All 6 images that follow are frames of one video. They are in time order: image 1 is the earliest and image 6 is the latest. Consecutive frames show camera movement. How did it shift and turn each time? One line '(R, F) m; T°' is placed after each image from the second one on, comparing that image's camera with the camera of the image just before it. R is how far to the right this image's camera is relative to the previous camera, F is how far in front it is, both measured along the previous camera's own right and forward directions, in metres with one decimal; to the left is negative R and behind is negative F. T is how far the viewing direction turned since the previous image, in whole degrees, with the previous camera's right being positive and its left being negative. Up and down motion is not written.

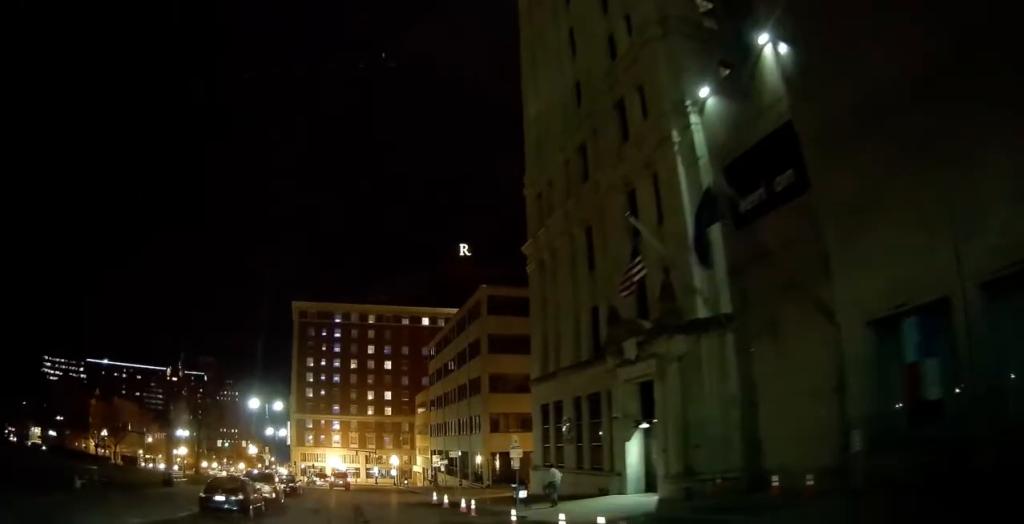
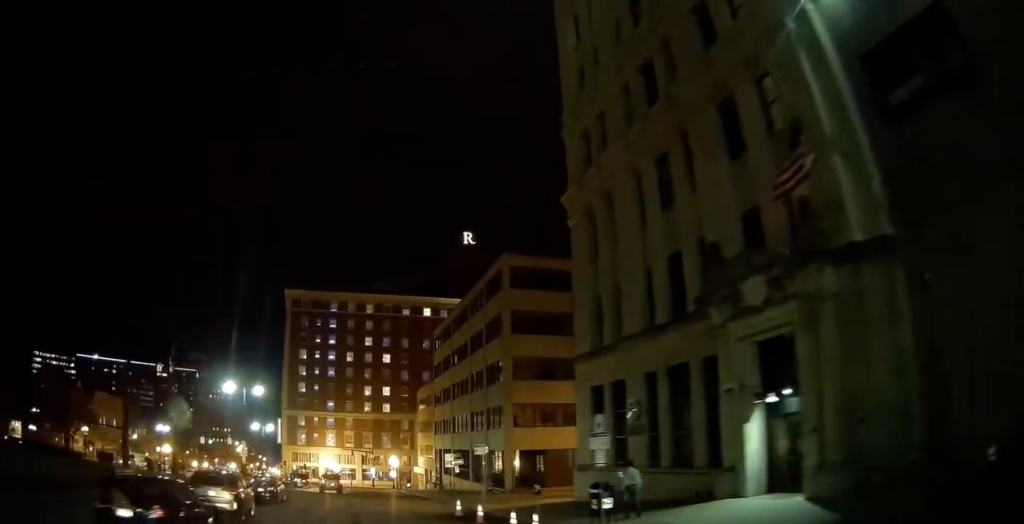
(-0.1, +8.6) m; +1°
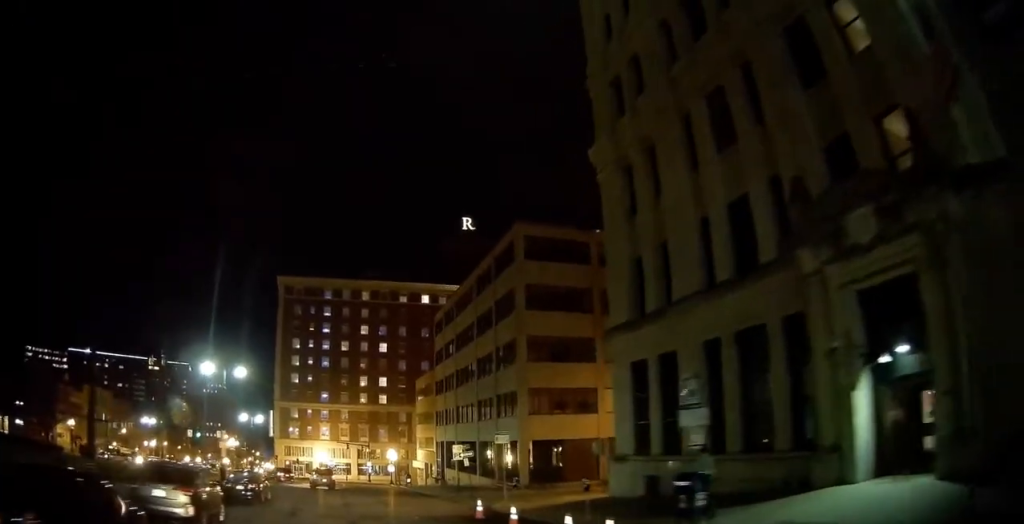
(0.0, +5.2) m; 0°
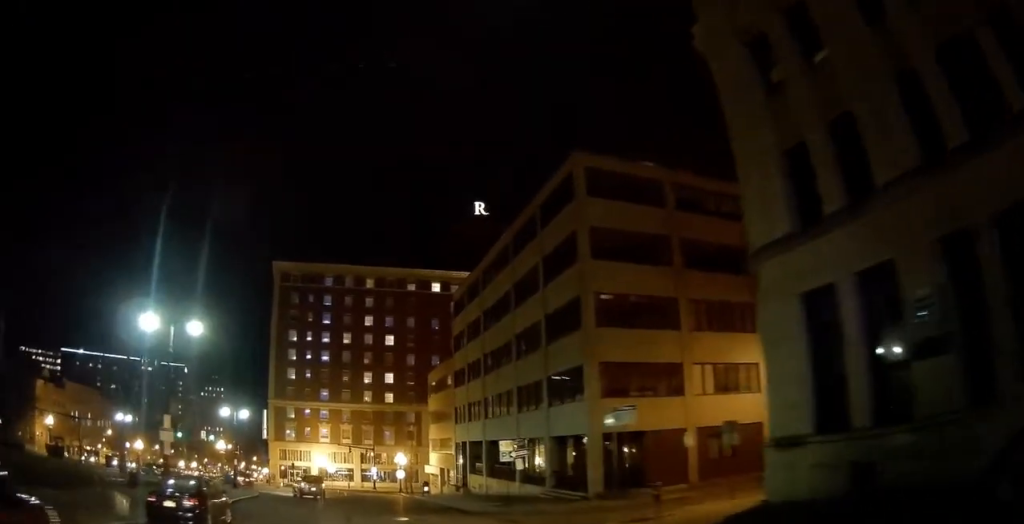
(+0.3, +10.6) m; -1°
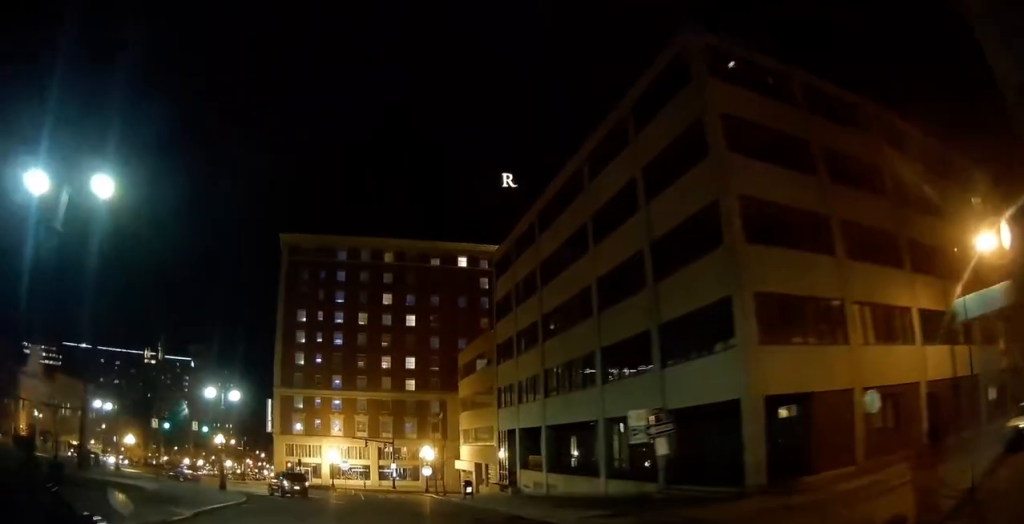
(-0.5, +11.1) m; -2°
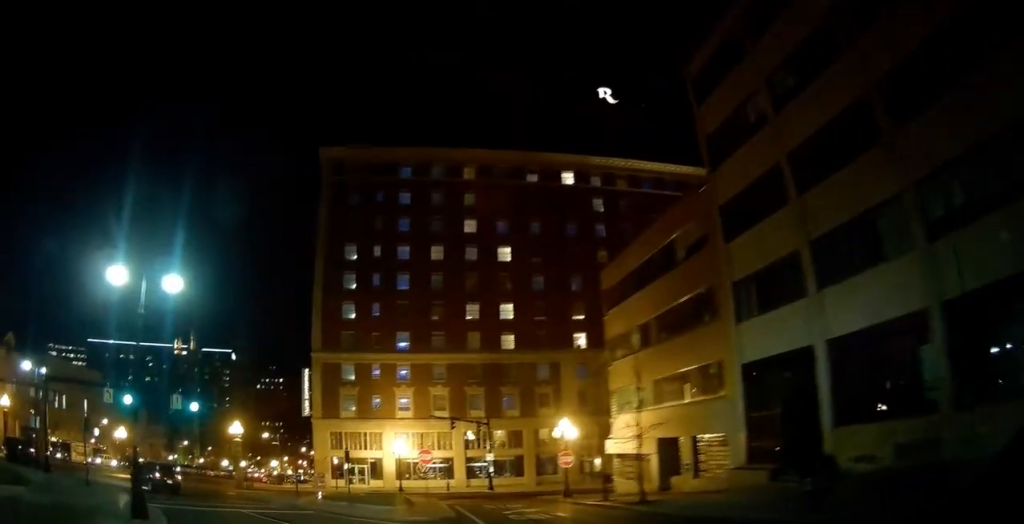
(-1.1, +25.4) m; -8°
